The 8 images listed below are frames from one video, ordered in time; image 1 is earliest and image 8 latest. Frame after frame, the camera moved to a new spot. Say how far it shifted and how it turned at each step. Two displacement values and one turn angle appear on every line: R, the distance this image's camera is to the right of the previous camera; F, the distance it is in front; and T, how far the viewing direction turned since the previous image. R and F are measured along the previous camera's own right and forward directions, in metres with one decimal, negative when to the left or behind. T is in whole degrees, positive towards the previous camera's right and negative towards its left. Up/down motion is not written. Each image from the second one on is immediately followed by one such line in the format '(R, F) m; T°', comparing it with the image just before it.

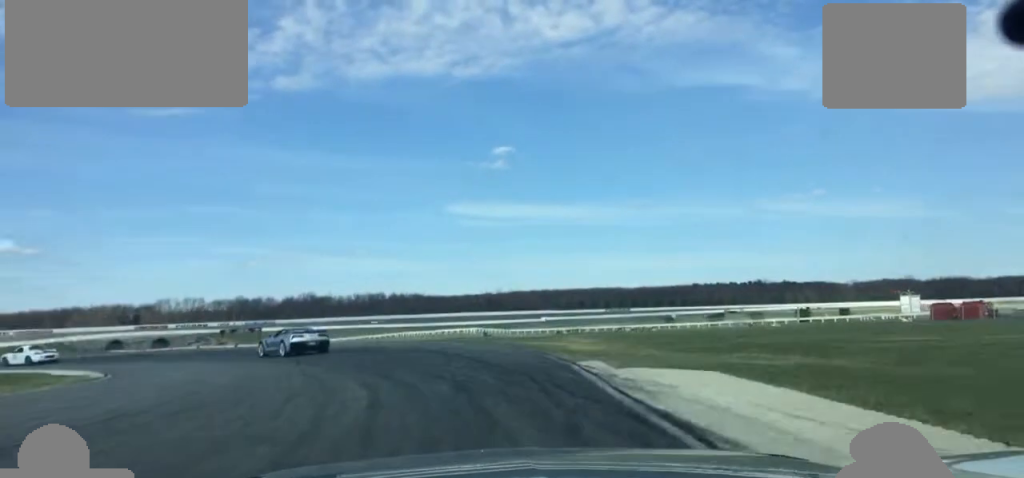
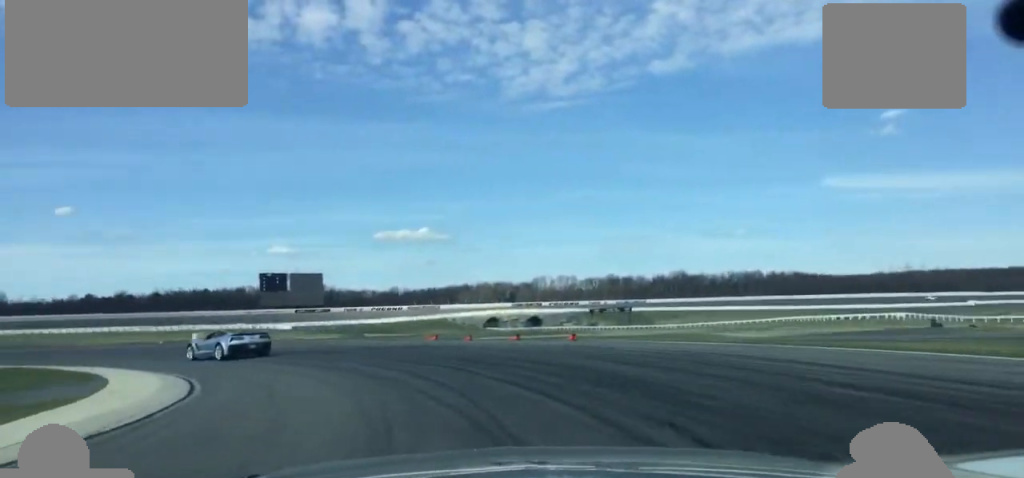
(-5.5, +30.8) m; -25°
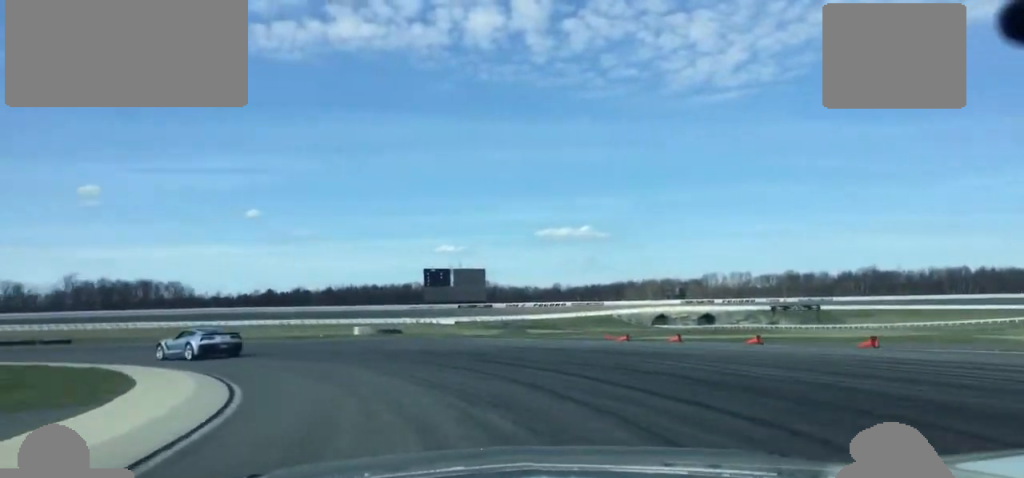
(-1.1, +11.7) m; -11°
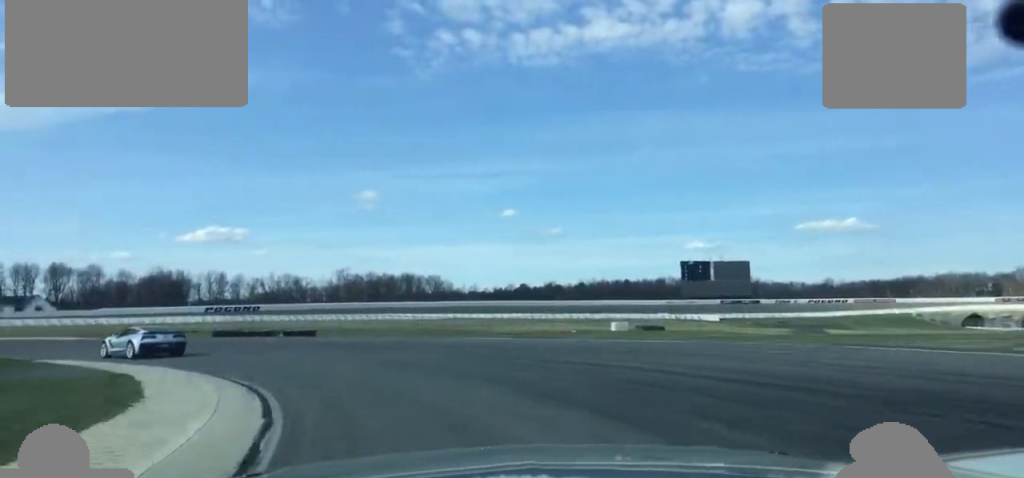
(-2.4, +17.7) m; -16°
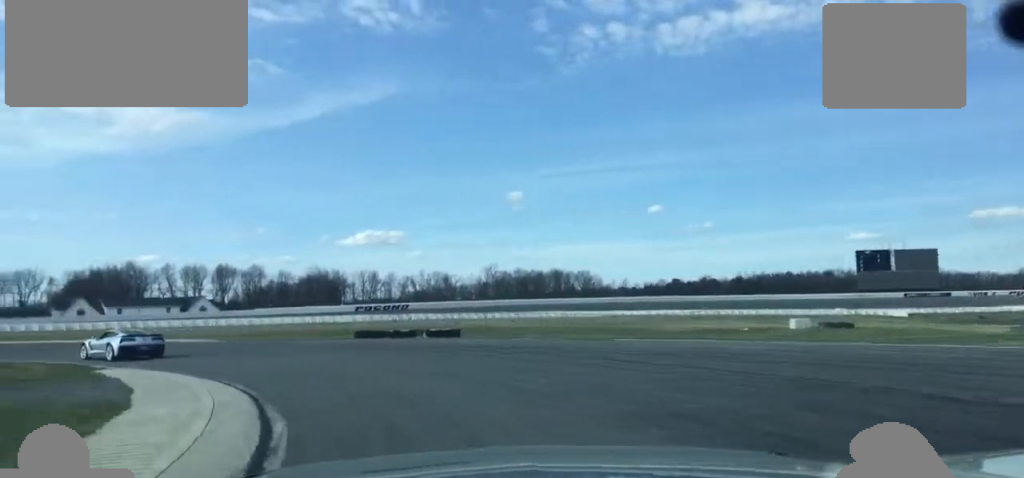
(-1.0, +9.7) m; -9°
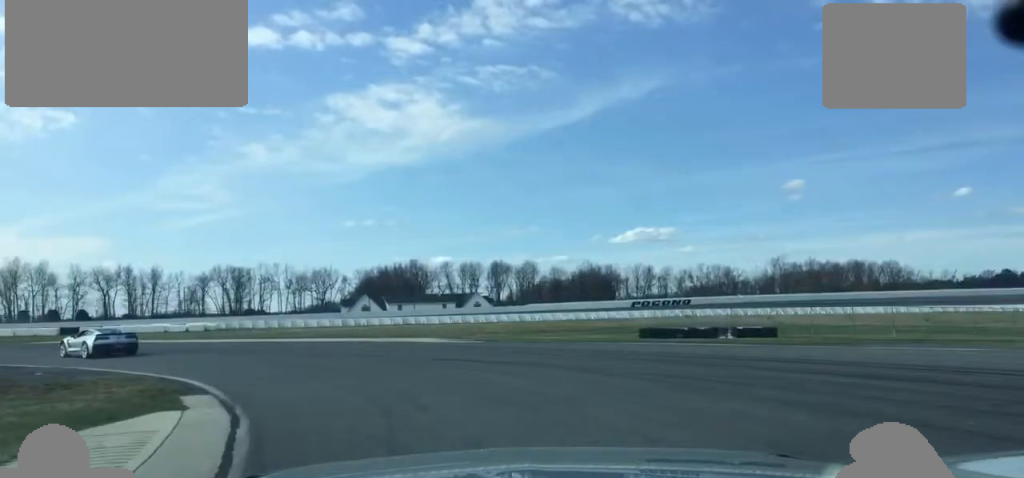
(-2.5, +17.1) m; -18°
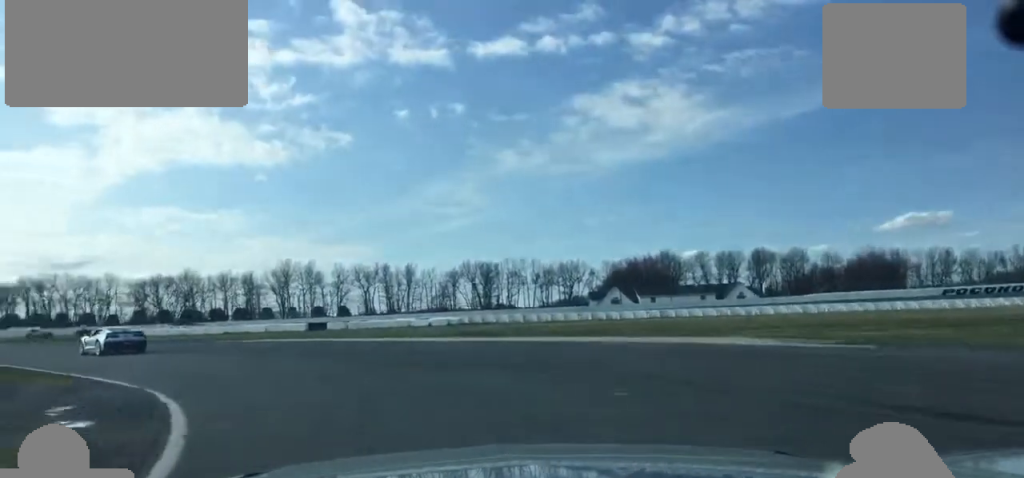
(-1.8, +15.6) m; -17°
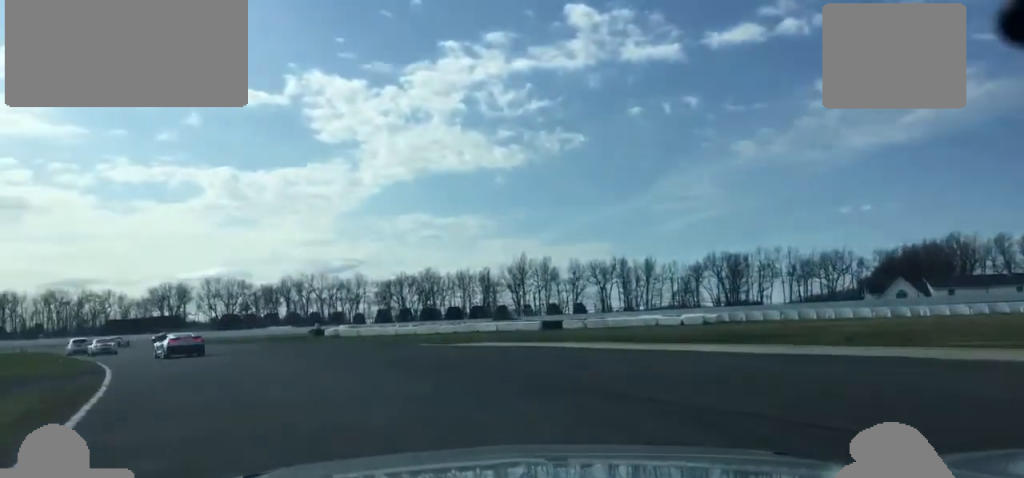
(-2.5, +15.5) m; -14°
